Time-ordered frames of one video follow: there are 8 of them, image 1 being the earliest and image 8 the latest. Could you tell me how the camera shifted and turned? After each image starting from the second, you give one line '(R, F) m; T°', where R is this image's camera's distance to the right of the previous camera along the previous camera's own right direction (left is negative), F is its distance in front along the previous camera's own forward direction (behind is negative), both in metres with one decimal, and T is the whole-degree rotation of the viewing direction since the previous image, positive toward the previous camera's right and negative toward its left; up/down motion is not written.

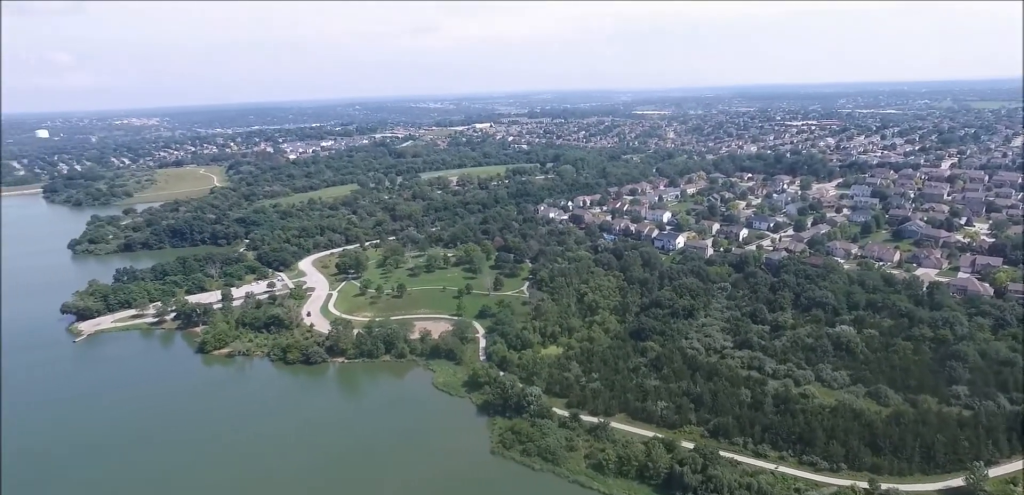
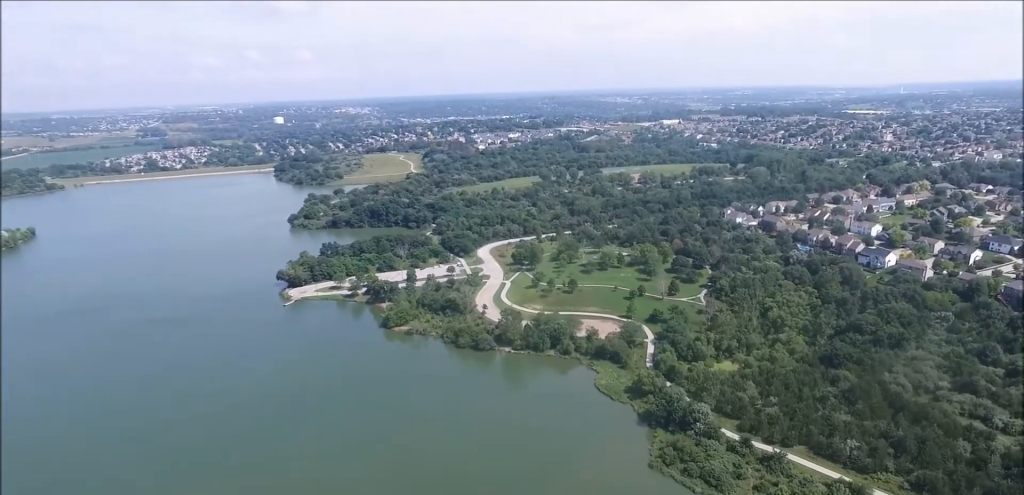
(-1.1, +6.4) m; -17°
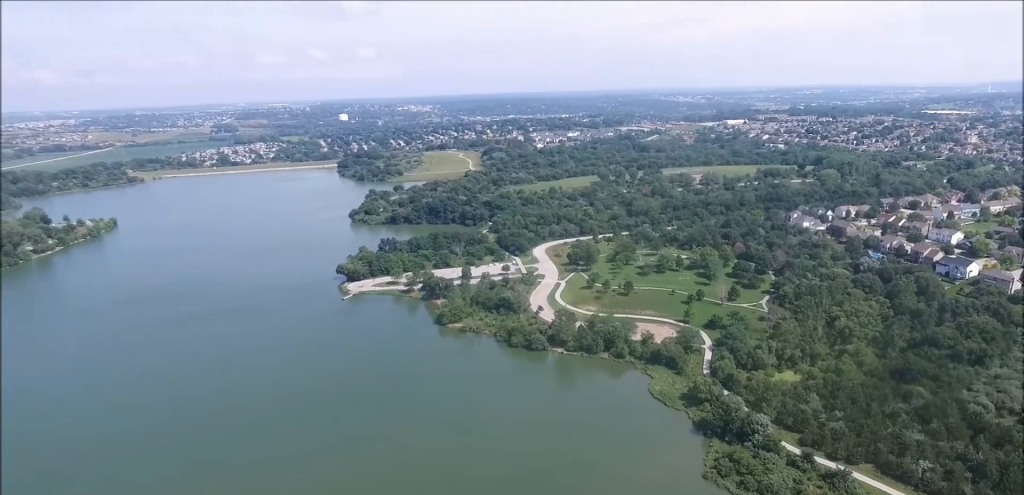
(-0.1, +2.2) m; -3°
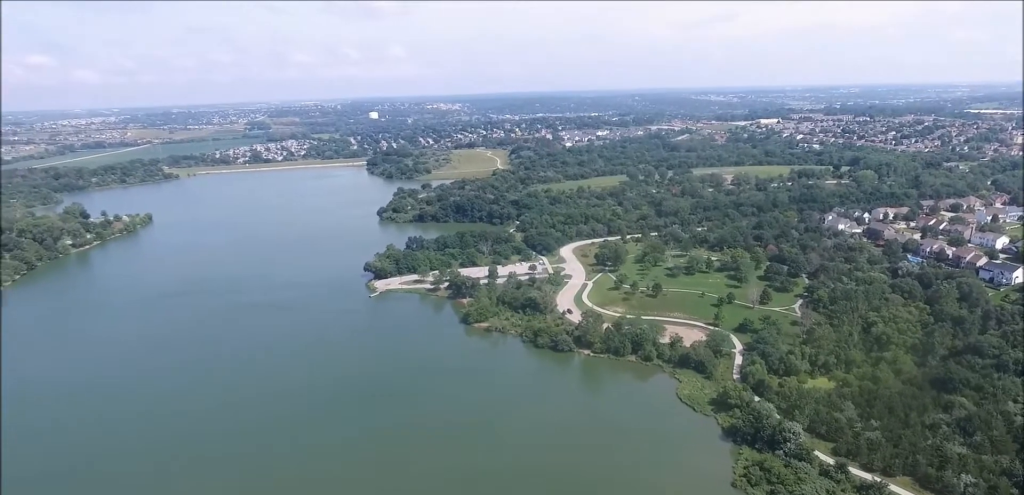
(-0.1, +2.8) m; -3°
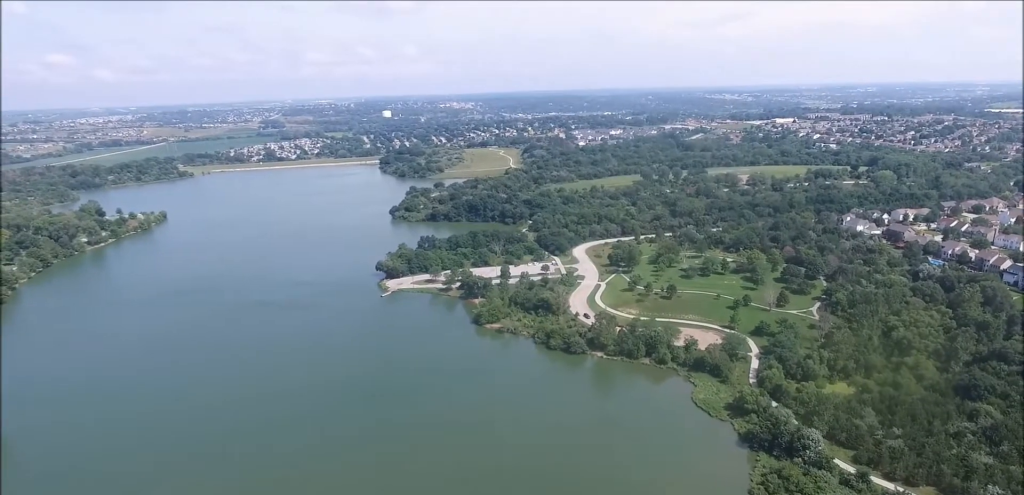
(-0.1, +3.8) m; -3°
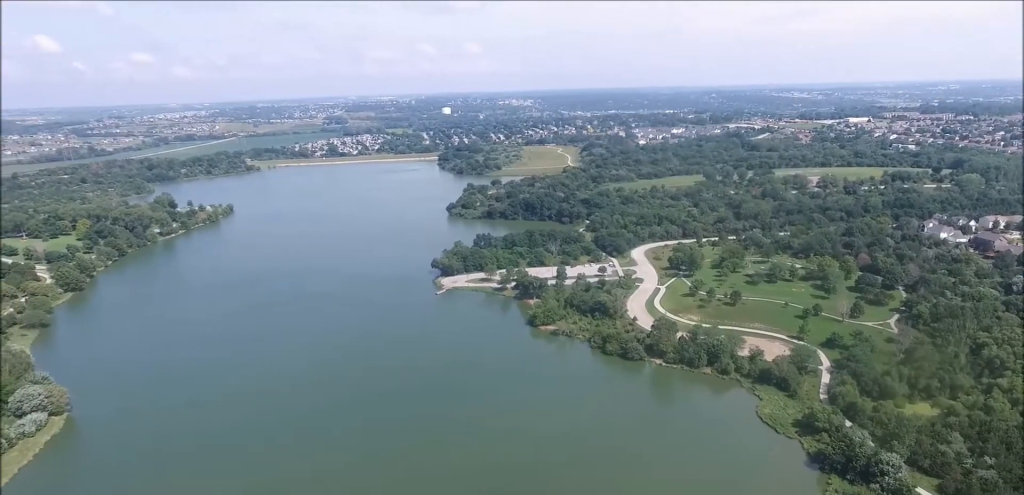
(-0.2, +7.2) m; -5°
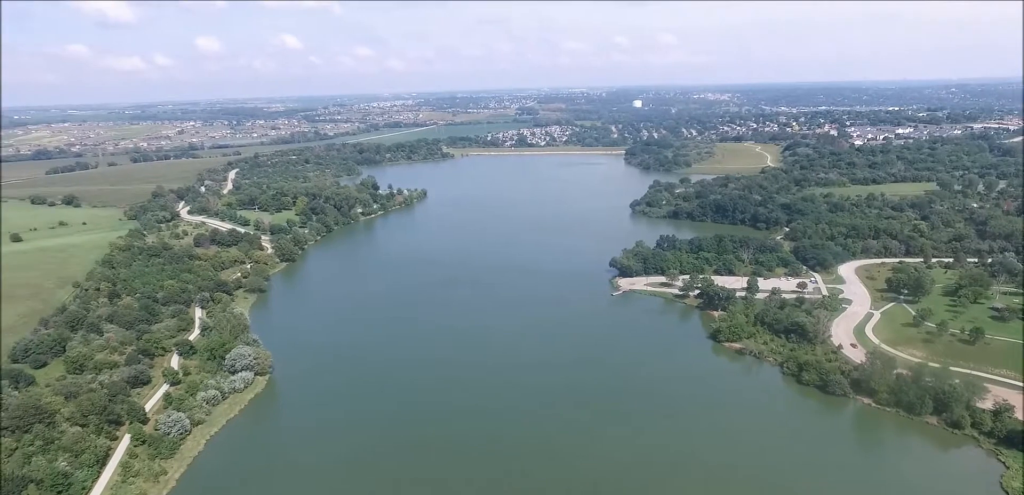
(-2.3, +15.7) m; -18°
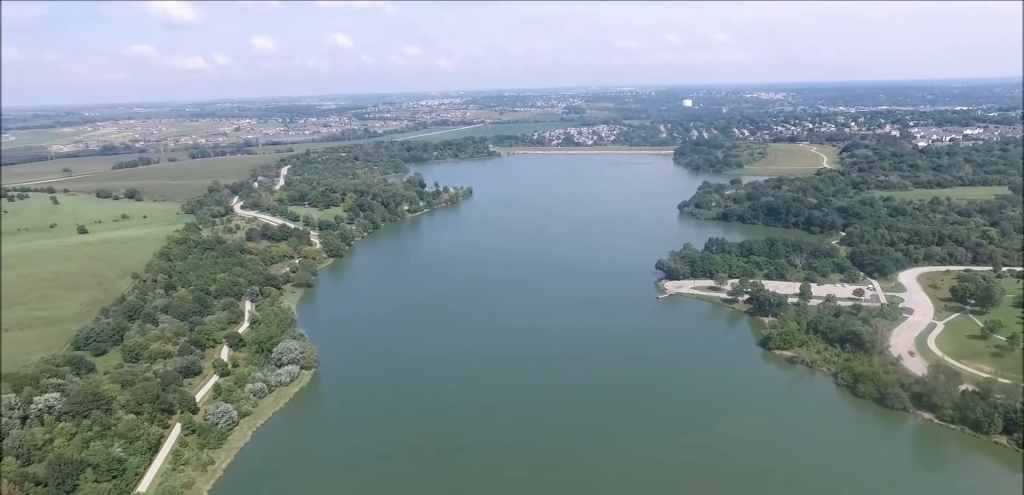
(0.0, +2.9) m; -4°
